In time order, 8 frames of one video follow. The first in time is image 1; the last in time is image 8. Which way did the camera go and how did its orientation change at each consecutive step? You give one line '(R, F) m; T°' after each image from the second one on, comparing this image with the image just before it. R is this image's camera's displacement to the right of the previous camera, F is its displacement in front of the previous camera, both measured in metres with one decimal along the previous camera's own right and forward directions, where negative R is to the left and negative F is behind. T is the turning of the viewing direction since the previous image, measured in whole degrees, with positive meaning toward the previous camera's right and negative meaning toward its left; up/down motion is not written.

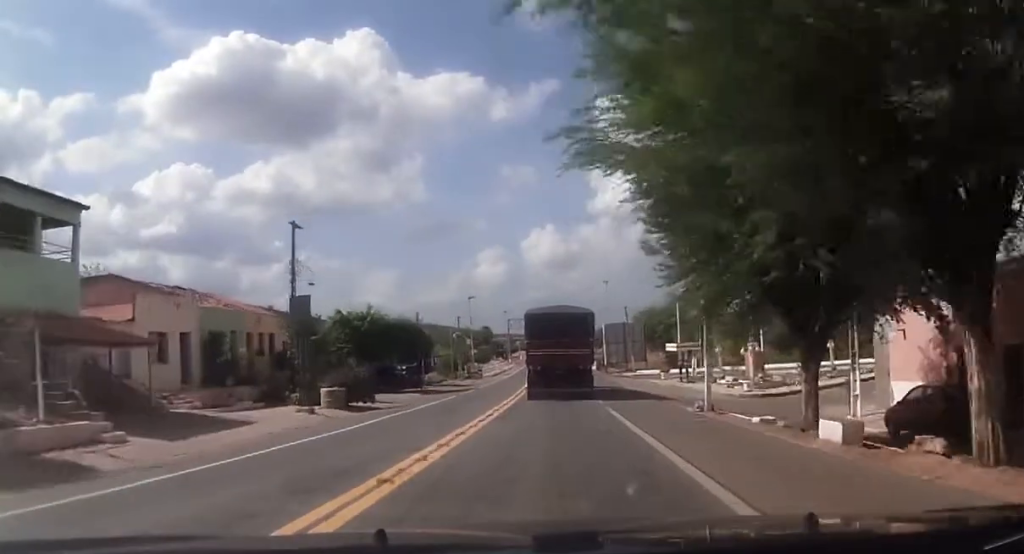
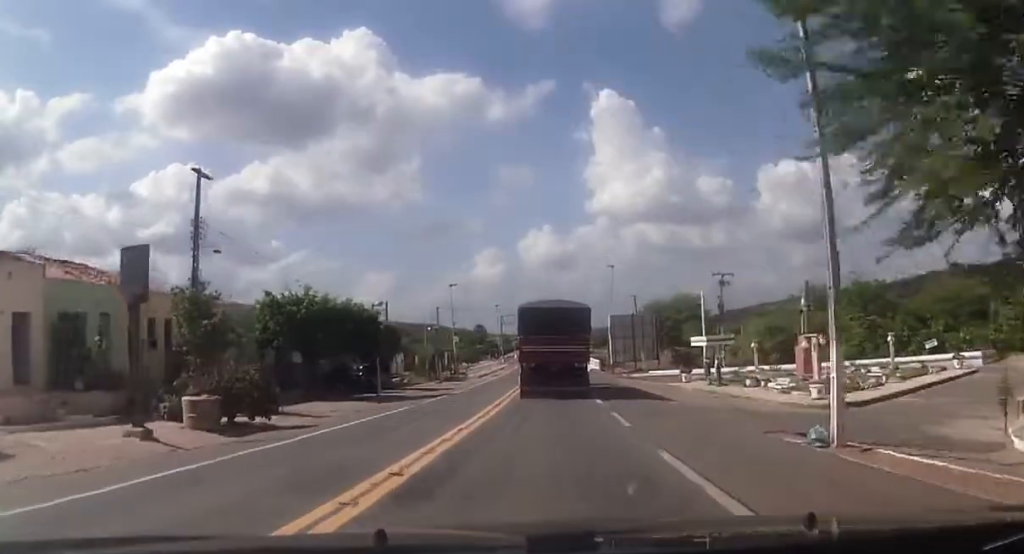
(-0.2, +11.4) m; 0°
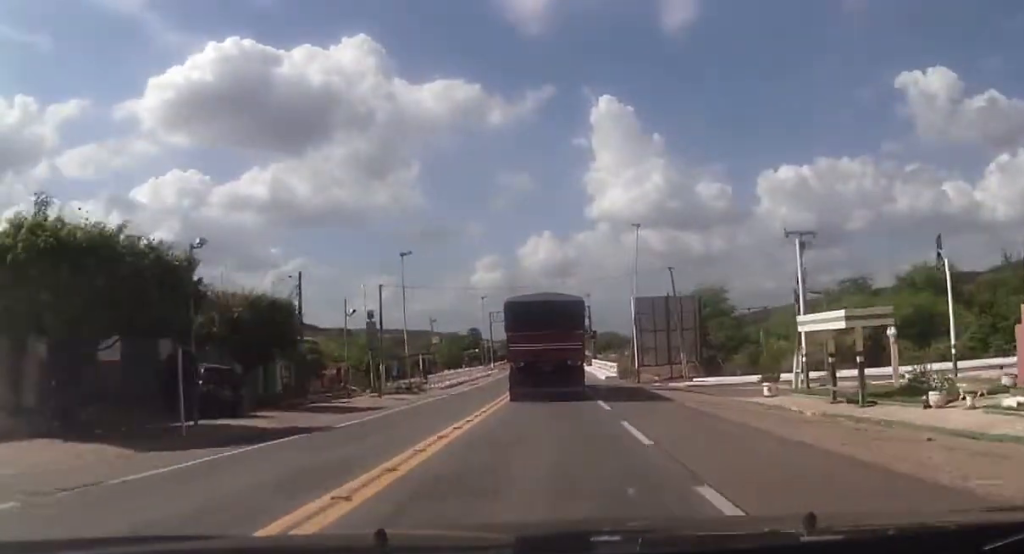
(+0.3, +20.2) m; +1°
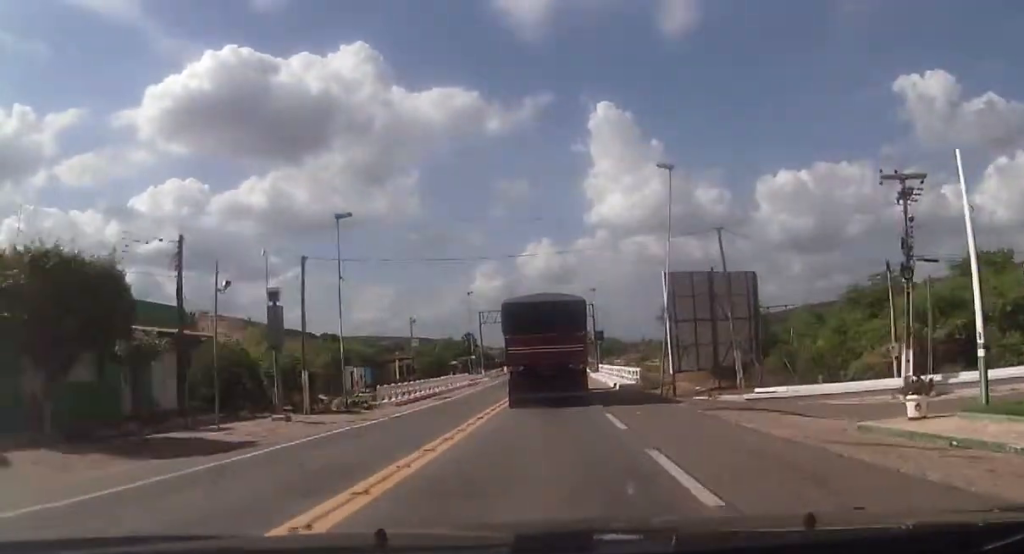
(-0.1, +13.5) m; -1°
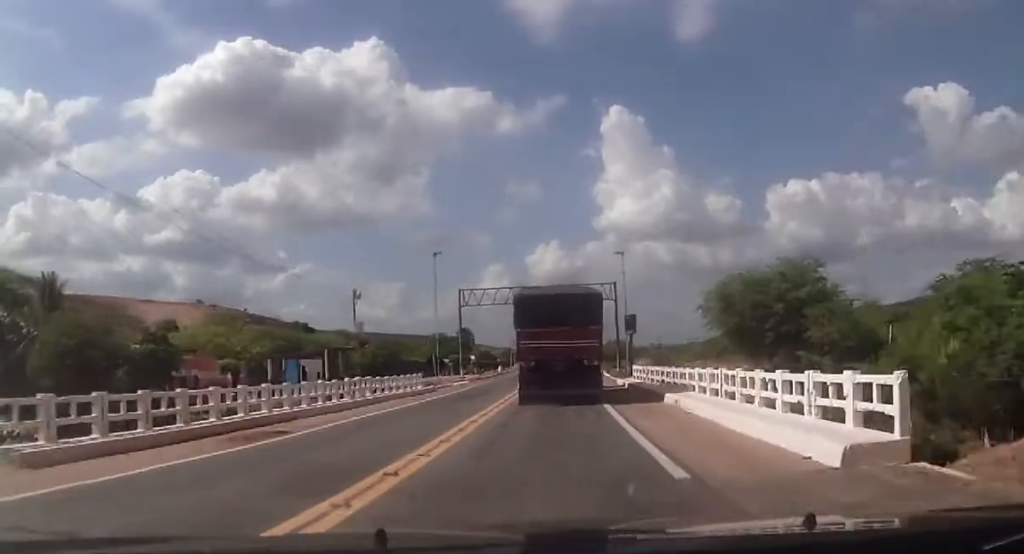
(-0.3, +26.1) m; 0°
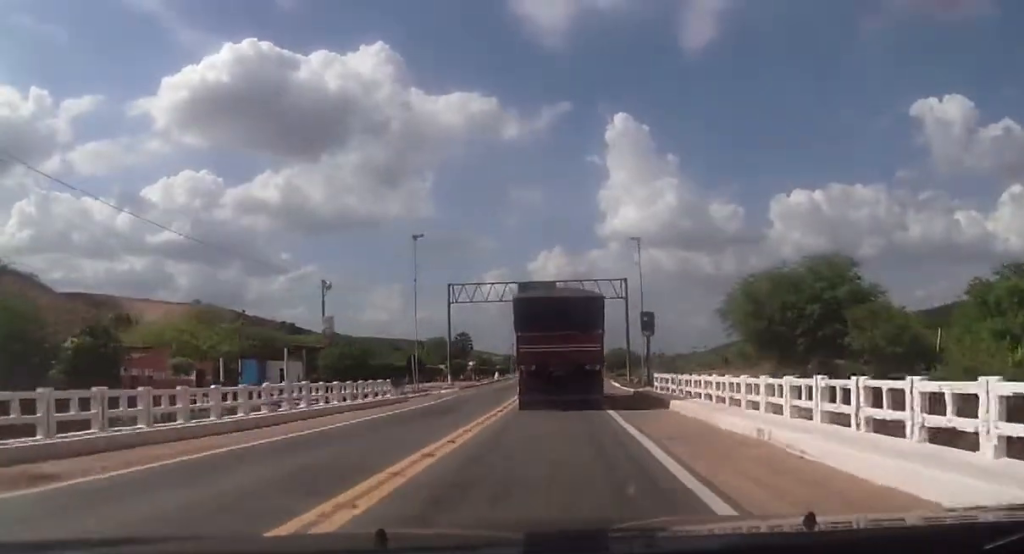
(0.0, +8.3) m; +1°
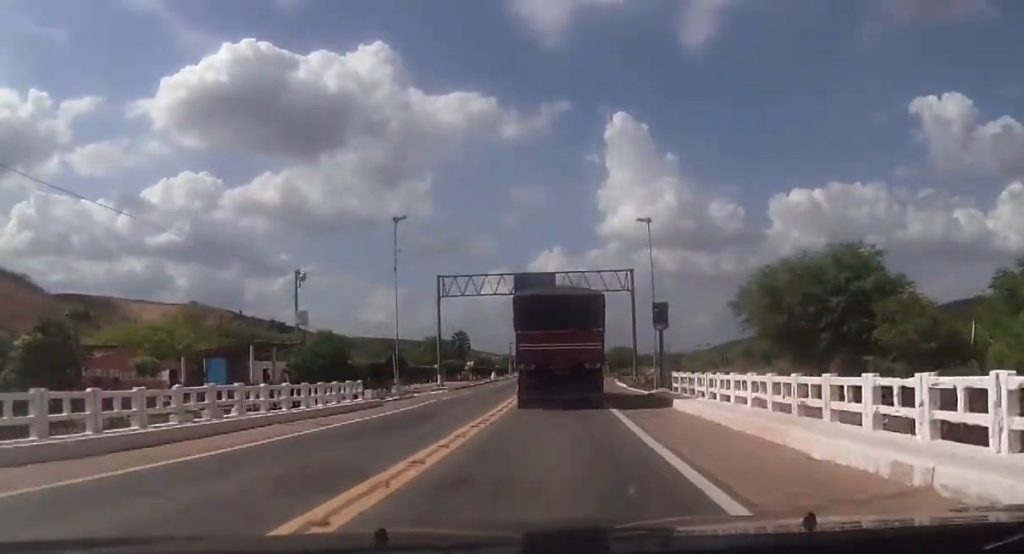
(+0.1, +5.0) m; 0°
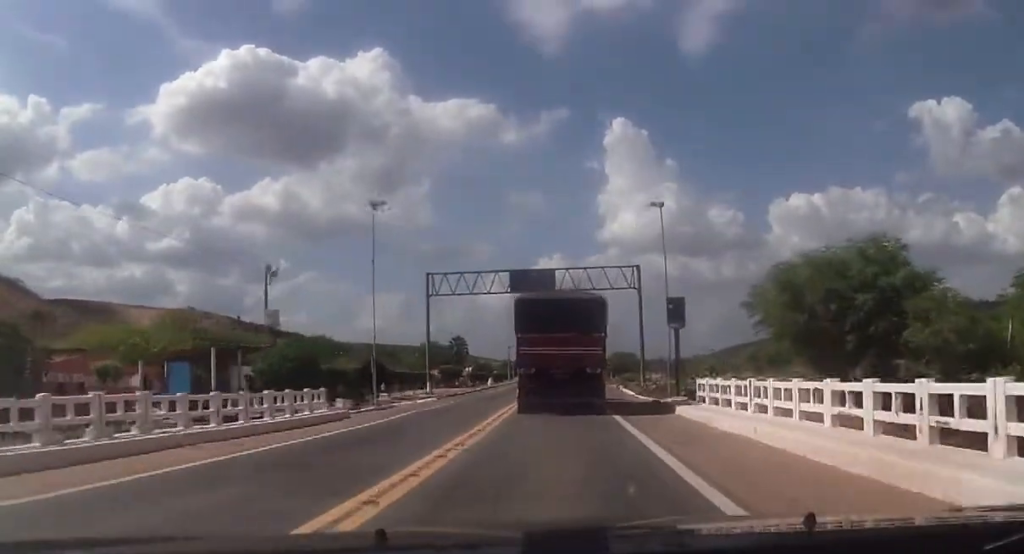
(+0.1, +4.7) m; 0°
